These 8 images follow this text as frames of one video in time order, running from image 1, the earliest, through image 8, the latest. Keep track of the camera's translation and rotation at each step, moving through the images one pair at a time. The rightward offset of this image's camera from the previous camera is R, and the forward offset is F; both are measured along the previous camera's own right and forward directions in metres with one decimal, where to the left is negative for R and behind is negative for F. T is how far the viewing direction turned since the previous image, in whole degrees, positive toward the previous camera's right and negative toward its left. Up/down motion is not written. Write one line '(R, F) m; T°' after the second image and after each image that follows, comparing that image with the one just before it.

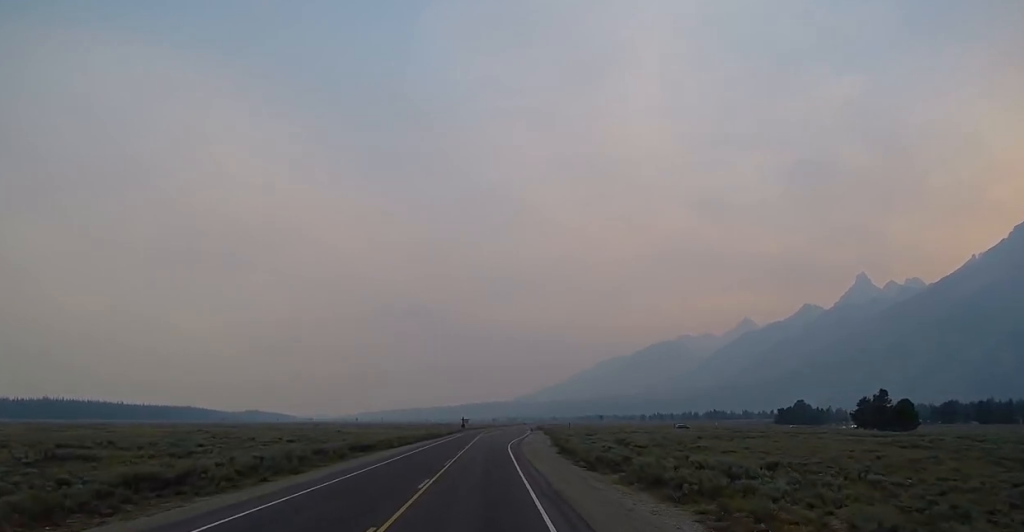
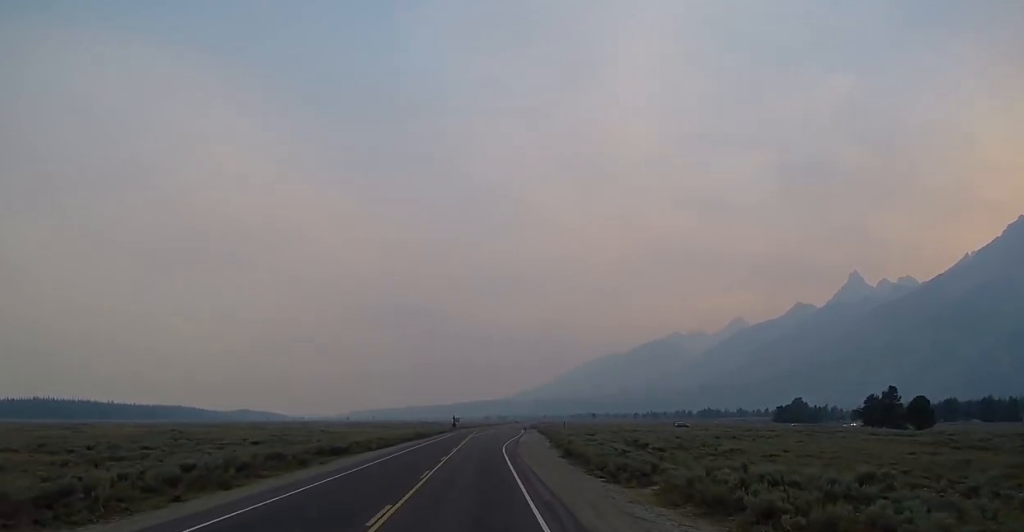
(-0.1, +8.9) m; 0°
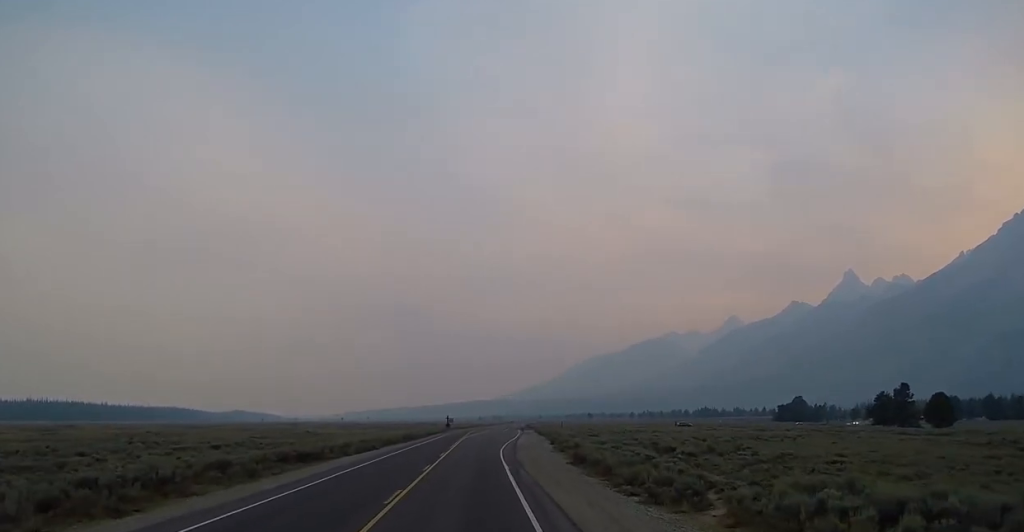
(-0.2, +8.4) m; 0°
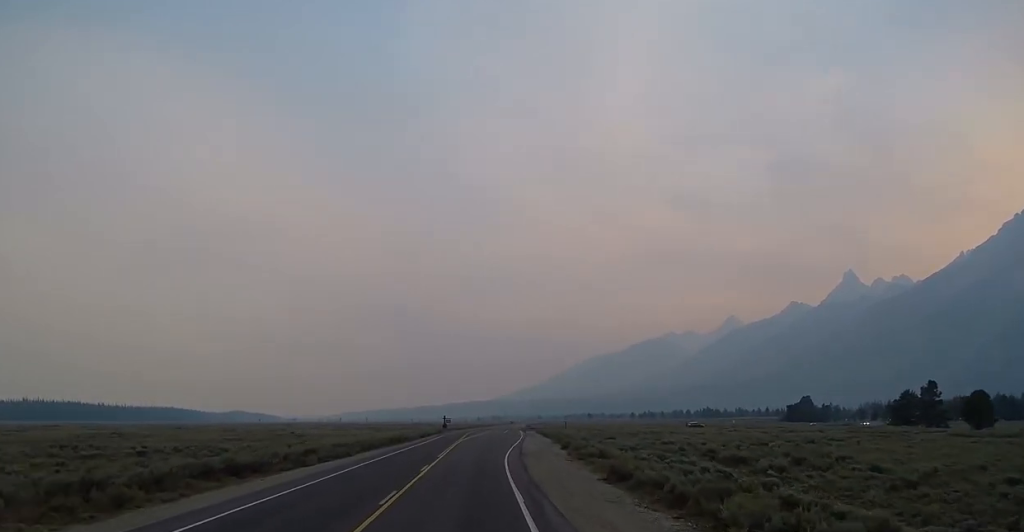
(+0.3, +12.1) m; -1°
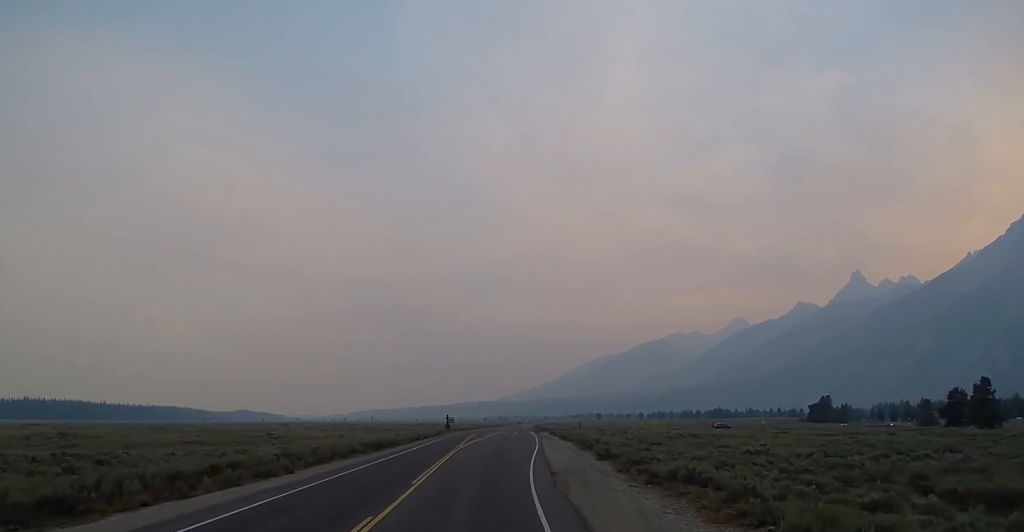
(-0.5, +17.5) m; 0°
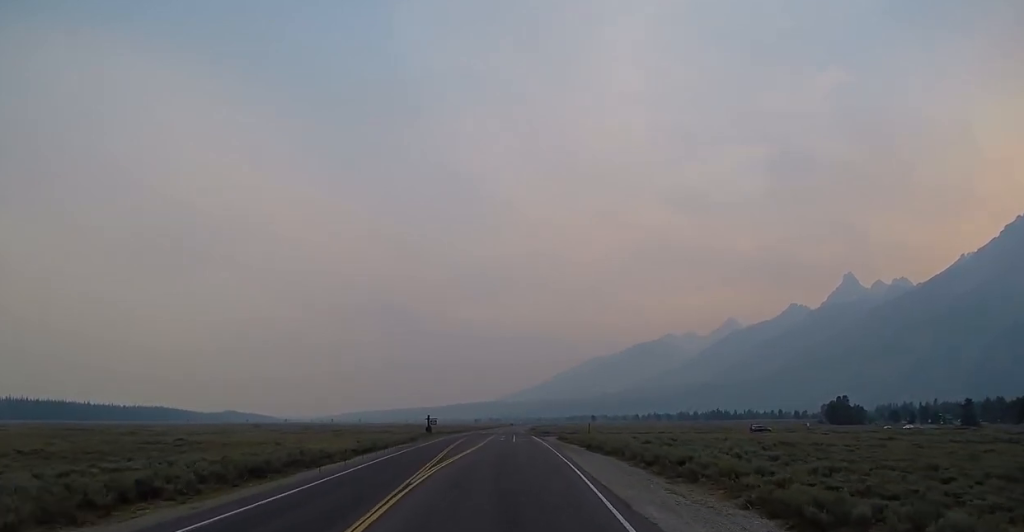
(+0.9, +33.2) m; +2°
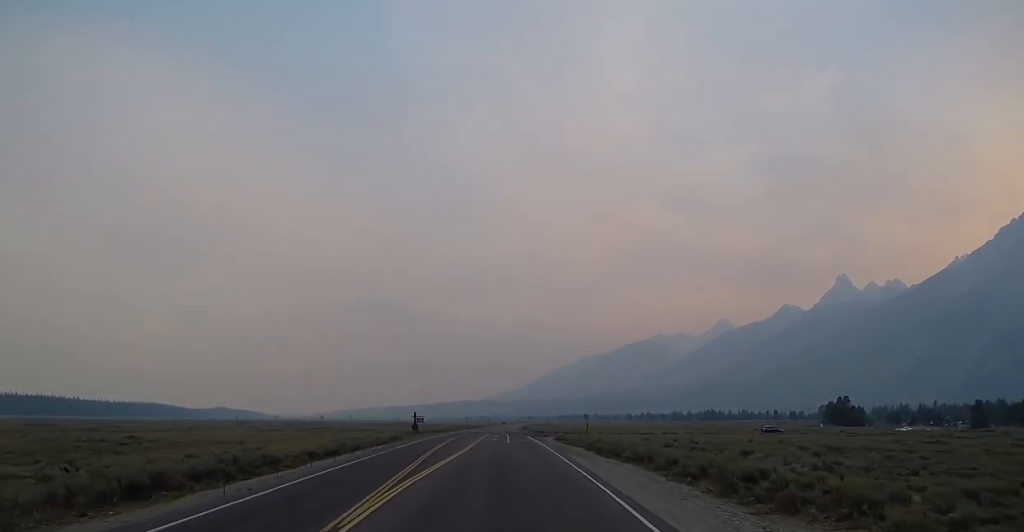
(+0.1, +10.9) m; +1°
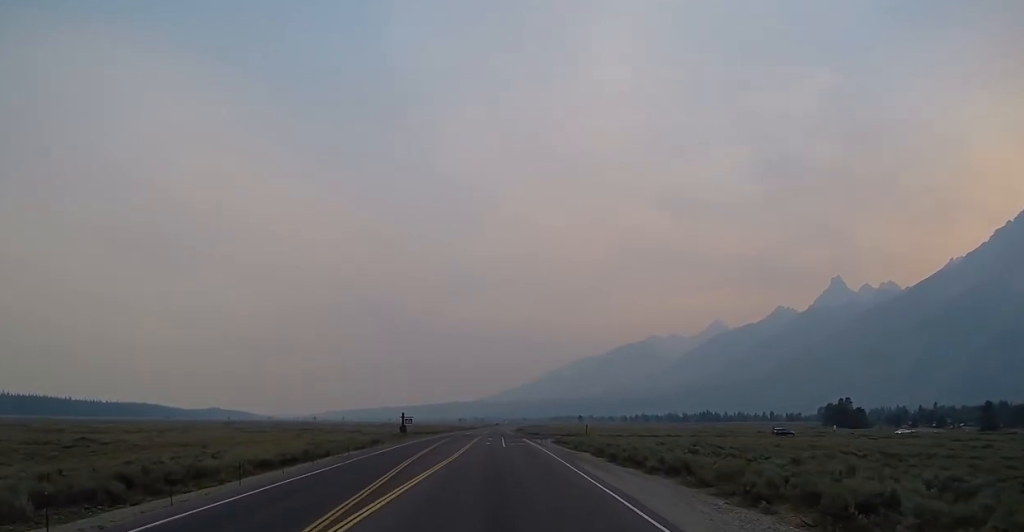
(+0.1, +8.7) m; 0°
